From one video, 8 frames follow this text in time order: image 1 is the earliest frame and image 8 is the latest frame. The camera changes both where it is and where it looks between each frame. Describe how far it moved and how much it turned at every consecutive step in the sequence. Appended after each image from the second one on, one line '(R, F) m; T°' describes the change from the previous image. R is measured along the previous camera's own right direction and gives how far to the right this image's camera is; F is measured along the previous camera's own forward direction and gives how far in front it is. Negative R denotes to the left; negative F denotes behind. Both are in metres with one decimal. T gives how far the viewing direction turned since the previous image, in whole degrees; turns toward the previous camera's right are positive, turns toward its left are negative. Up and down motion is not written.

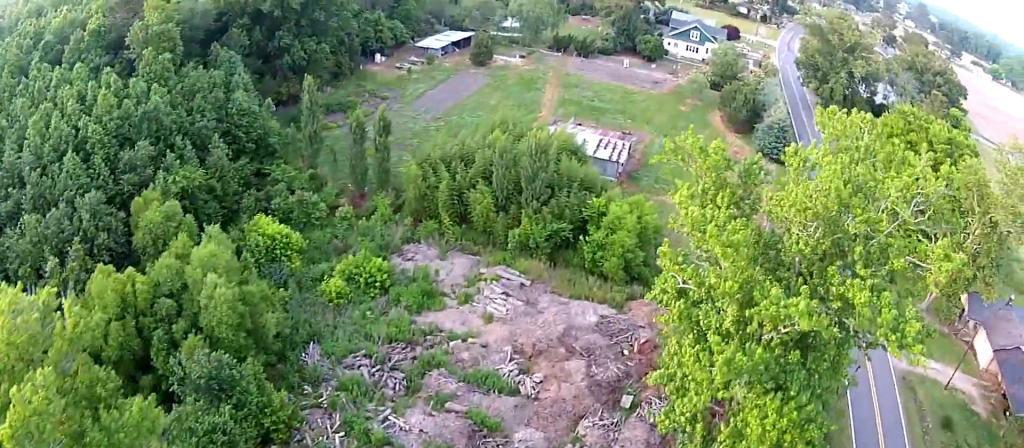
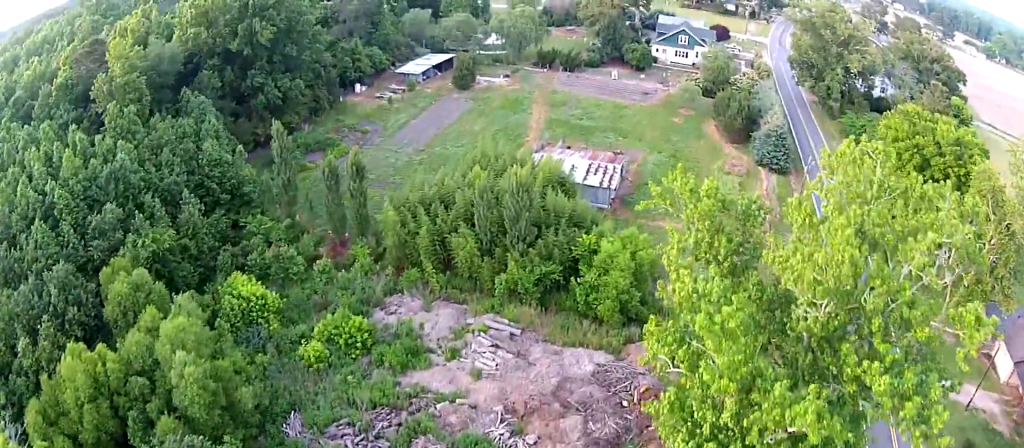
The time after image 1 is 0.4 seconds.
(-0.3, +5.5) m; -4°
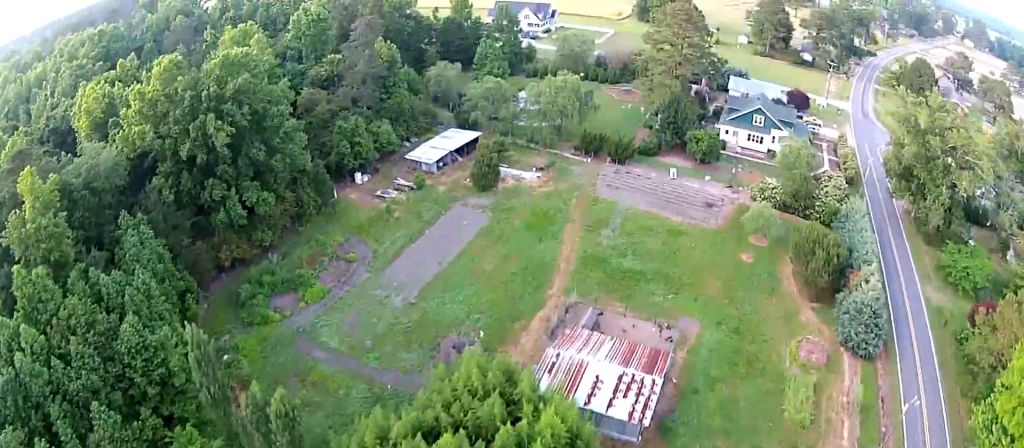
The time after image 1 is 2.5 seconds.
(-2.1, +28.5) m; -6°
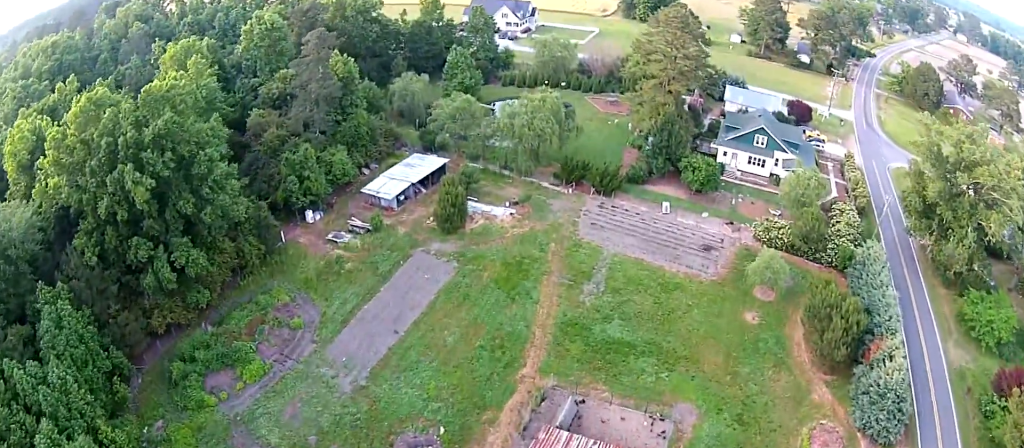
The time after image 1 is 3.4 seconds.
(-0.1, +14.2) m; -1°
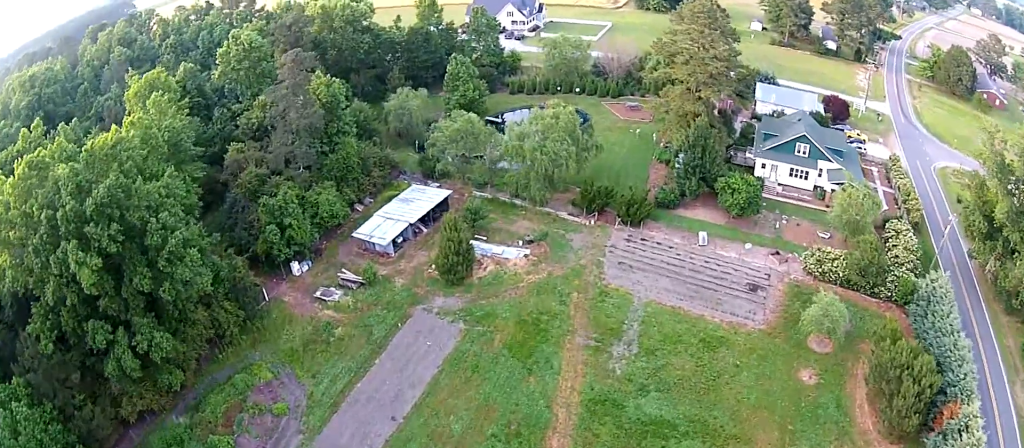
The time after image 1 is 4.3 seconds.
(0.0, +12.6) m; -1°
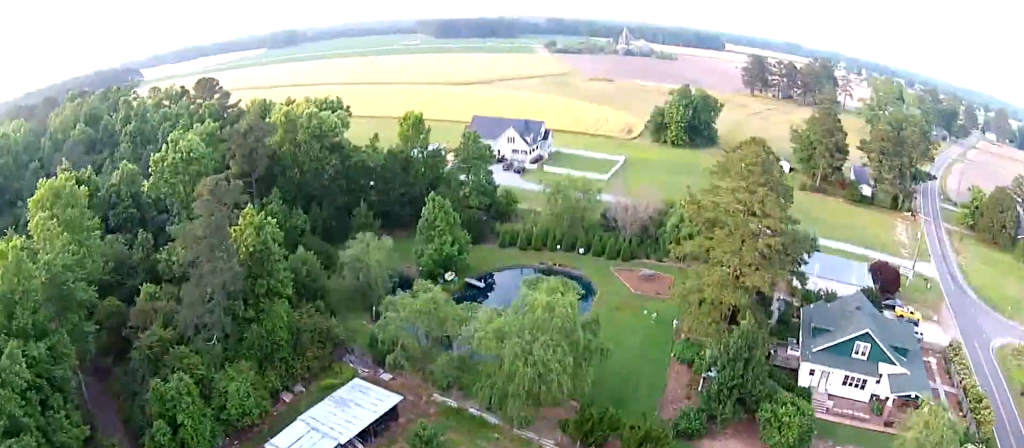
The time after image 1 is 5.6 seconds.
(-0.3, +17.6) m; -2°
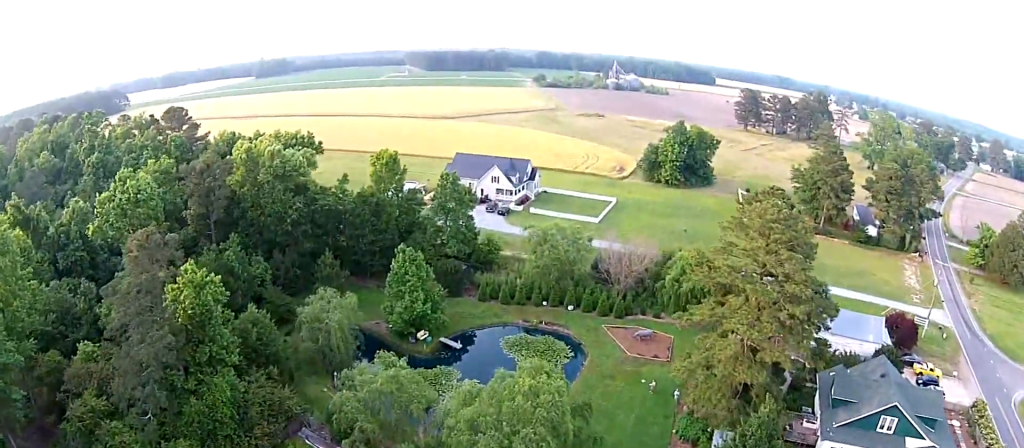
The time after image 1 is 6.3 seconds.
(0.0, +7.0) m; -1°
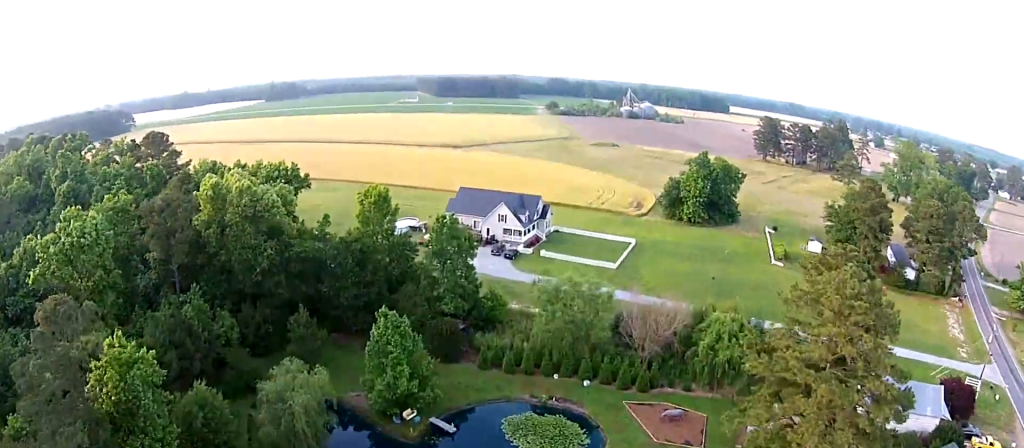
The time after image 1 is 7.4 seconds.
(-0.2, +7.9) m; -2°
